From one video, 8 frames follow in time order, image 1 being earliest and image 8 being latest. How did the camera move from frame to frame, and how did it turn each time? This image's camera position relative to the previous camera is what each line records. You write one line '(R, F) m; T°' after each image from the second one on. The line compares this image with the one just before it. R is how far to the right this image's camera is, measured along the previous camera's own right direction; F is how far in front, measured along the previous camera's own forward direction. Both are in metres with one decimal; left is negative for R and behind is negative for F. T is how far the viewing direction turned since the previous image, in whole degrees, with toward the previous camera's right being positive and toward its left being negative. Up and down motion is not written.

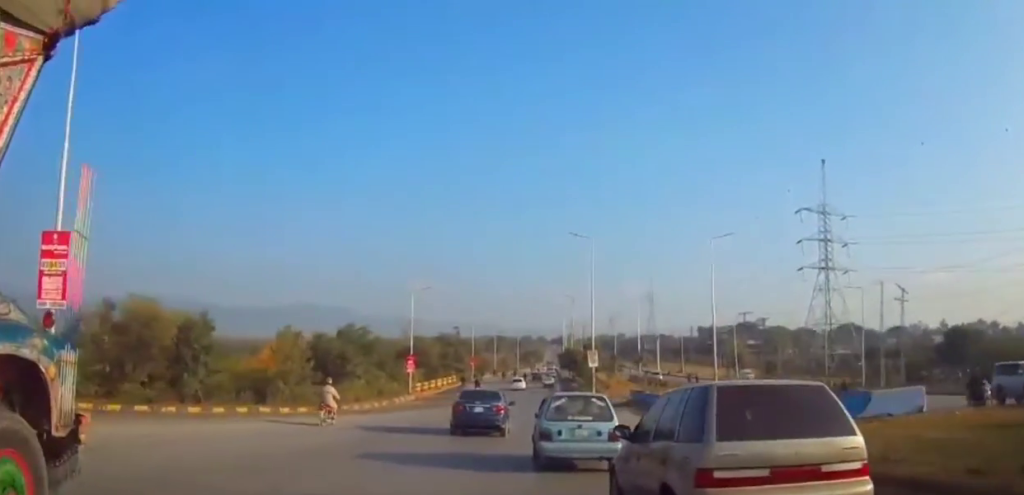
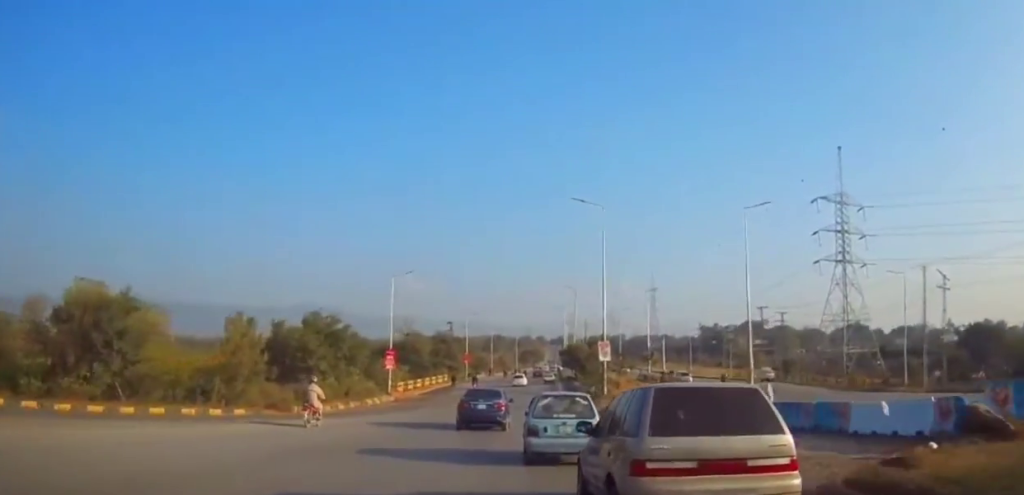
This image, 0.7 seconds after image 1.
(+0.3, +10.0) m; 0°
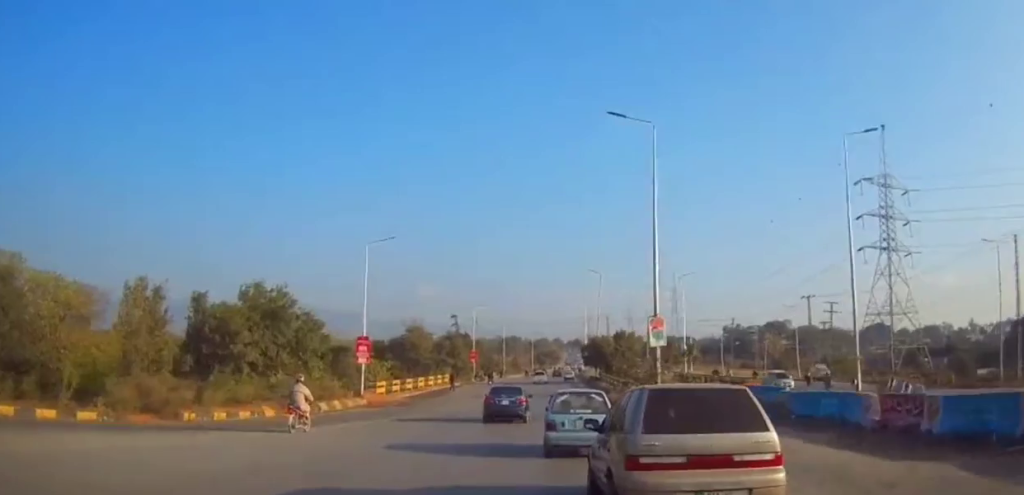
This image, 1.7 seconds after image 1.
(-0.1, +14.9) m; -2°
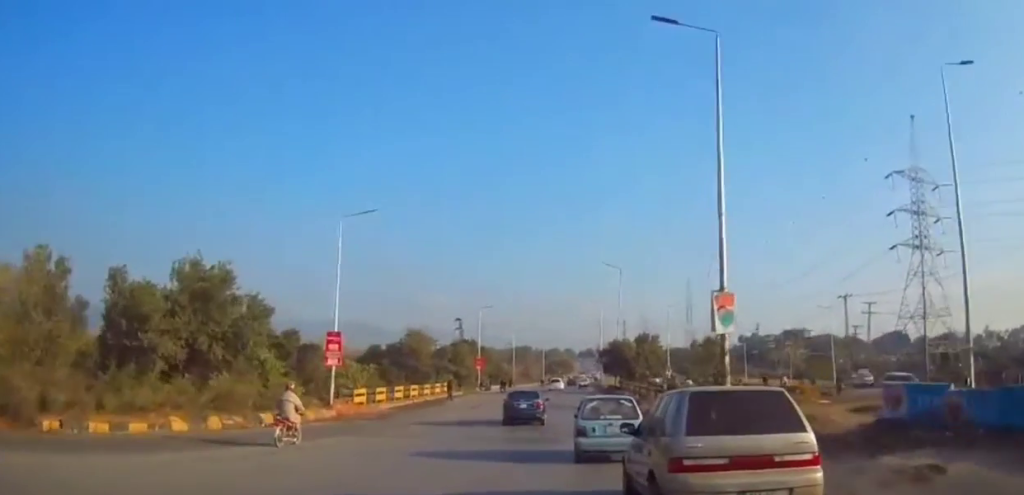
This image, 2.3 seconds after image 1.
(-0.1, +9.4) m; -1°
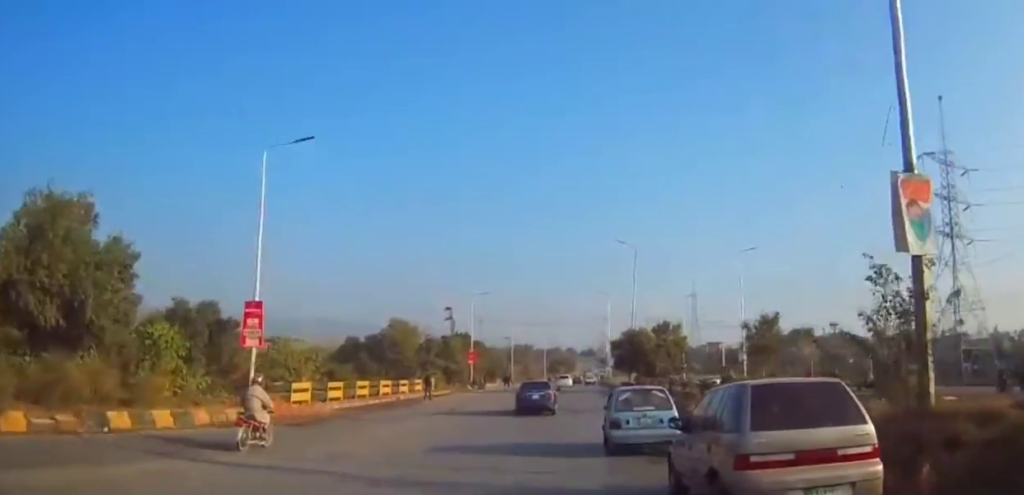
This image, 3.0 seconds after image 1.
(-0.2, +11.4) m; 0°
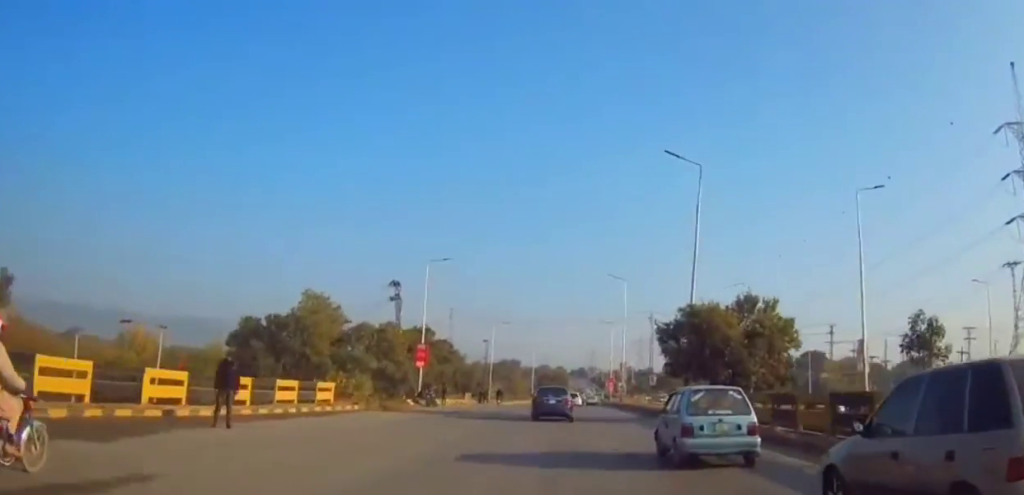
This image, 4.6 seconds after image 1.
(+0.3, +27.9) m; +1°
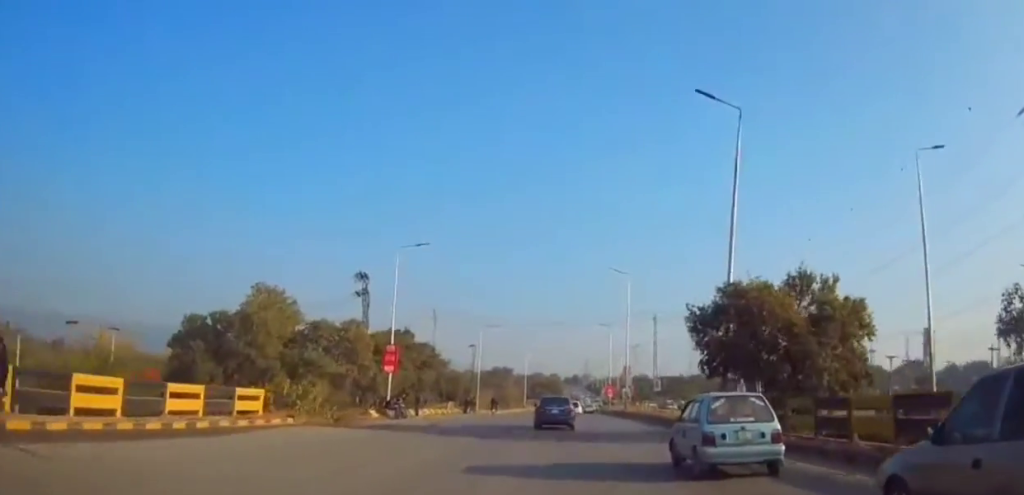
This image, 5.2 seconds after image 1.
(-0.1, +9.1) m; 0°
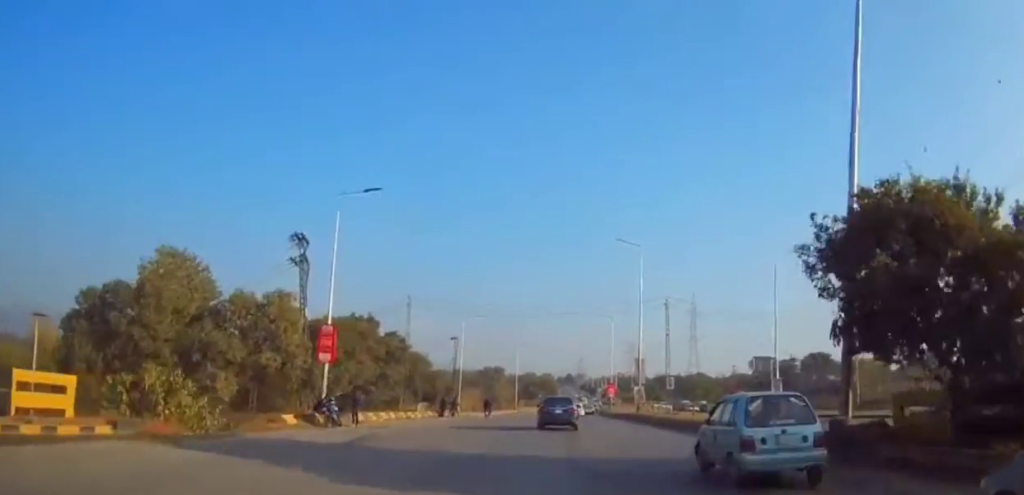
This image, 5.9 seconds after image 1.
(+0.4, +12.0) m; +1°
